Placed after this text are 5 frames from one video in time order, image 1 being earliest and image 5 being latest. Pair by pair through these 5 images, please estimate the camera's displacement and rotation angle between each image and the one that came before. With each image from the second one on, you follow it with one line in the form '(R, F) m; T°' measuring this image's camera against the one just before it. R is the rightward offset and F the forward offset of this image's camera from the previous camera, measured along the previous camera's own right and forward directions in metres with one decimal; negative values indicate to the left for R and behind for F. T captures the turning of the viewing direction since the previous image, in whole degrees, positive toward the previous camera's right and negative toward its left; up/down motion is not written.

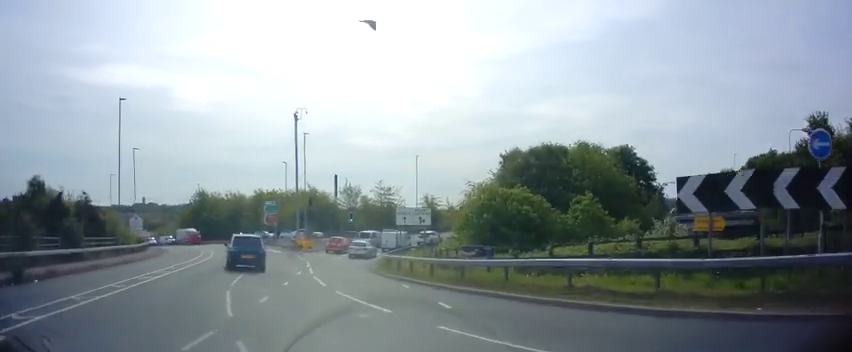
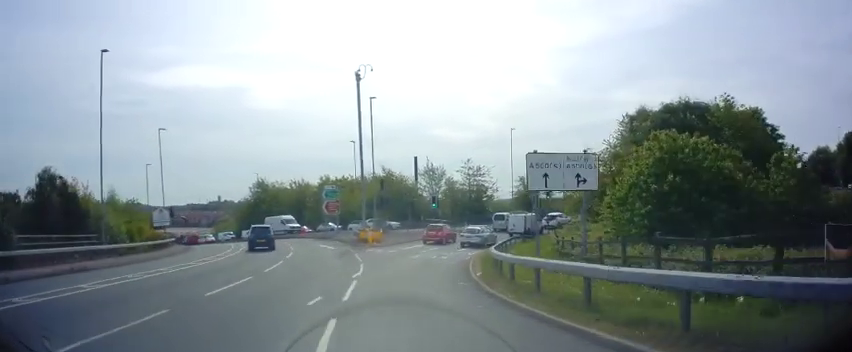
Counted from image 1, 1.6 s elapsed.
(-1.1, +11.2) m; -8°
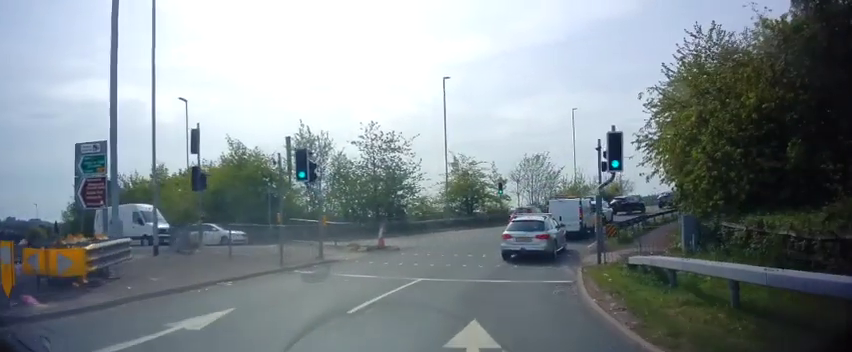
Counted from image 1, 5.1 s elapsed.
(+0.7, +26.4) m; +13°
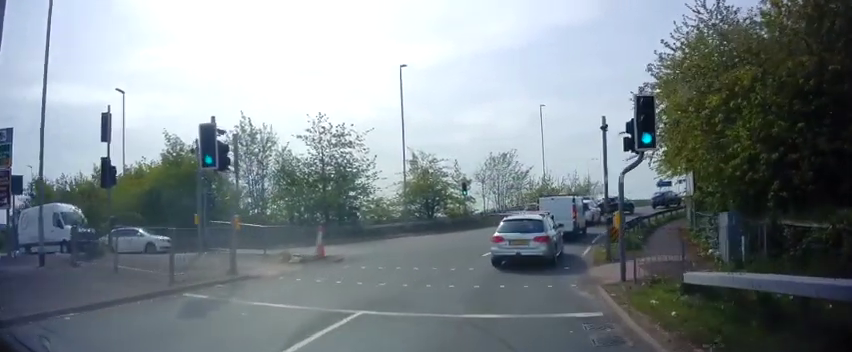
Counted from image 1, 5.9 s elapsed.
(+0.3, +4.6) m; +5°
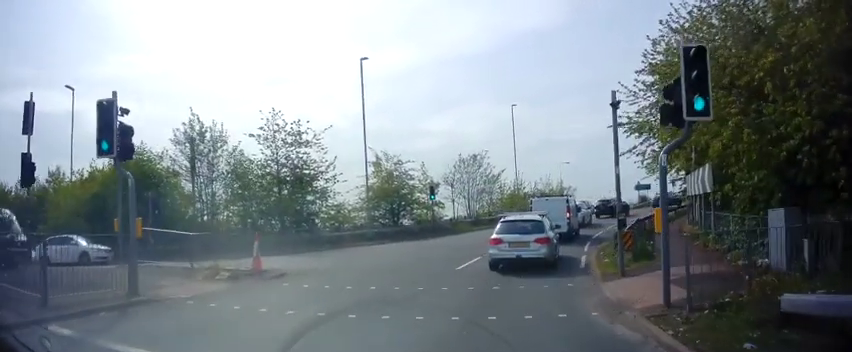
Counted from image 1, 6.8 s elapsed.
(+0.1, +3.7) m; +3°
